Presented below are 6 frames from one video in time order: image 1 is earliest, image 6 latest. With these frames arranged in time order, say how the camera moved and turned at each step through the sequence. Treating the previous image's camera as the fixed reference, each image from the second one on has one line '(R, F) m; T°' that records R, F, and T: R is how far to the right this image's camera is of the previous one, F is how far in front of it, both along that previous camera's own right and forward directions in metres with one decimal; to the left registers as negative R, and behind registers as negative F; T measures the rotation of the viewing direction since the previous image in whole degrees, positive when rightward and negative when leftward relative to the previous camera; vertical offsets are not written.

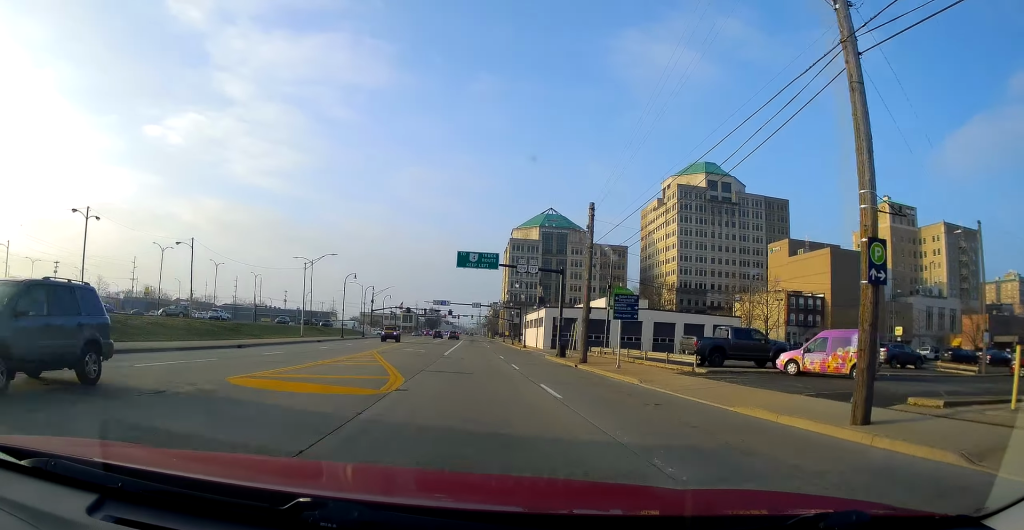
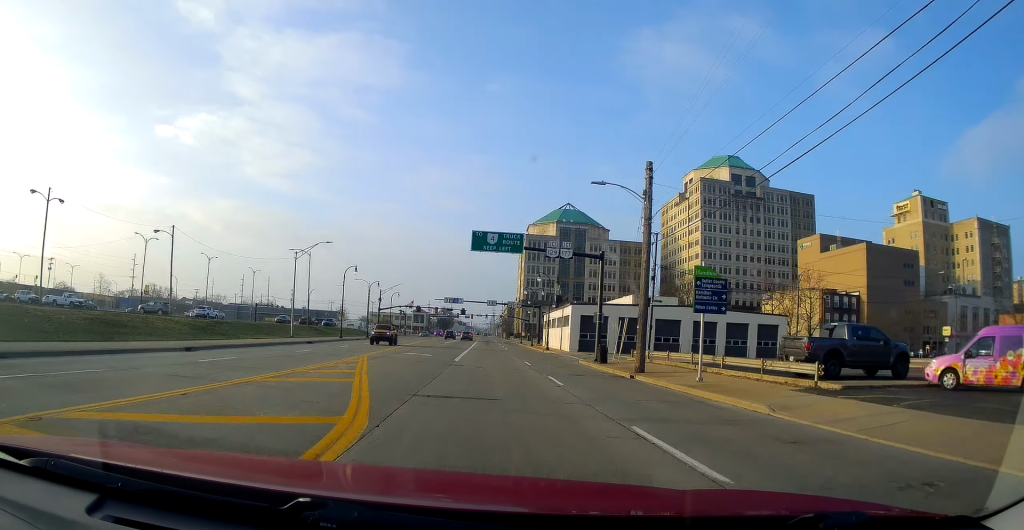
(0.0, +8.4) m; 0°
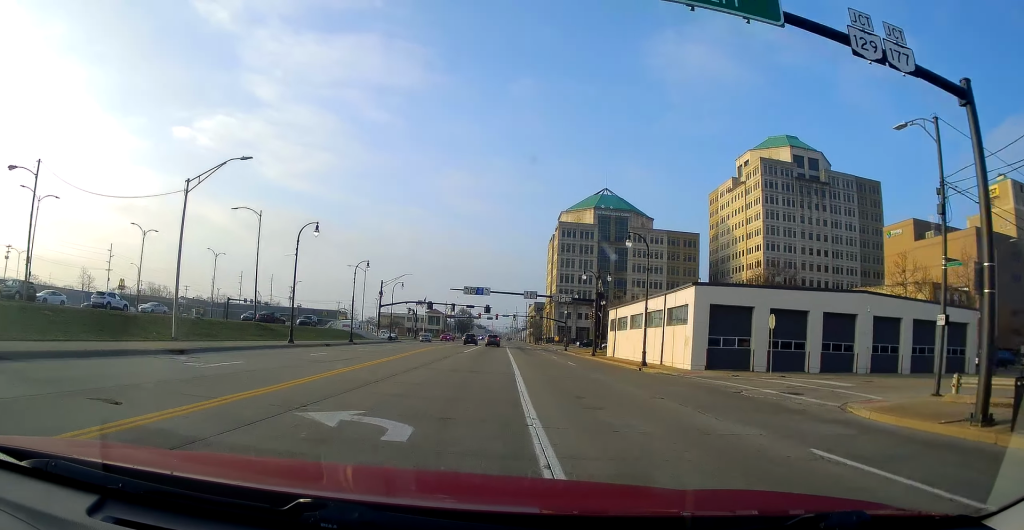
(-0.1, +26.8) m; -1°
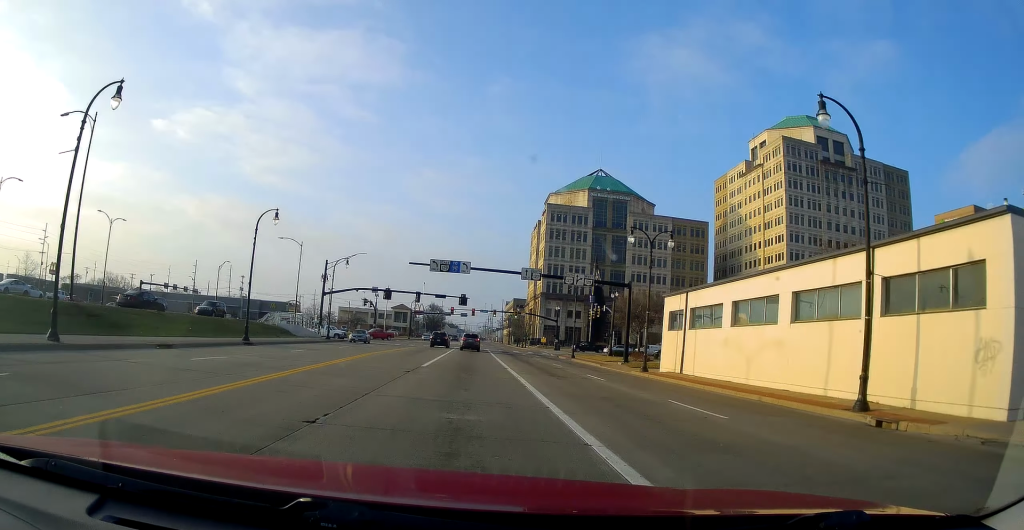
(+0.3, +23.4) m; -1°
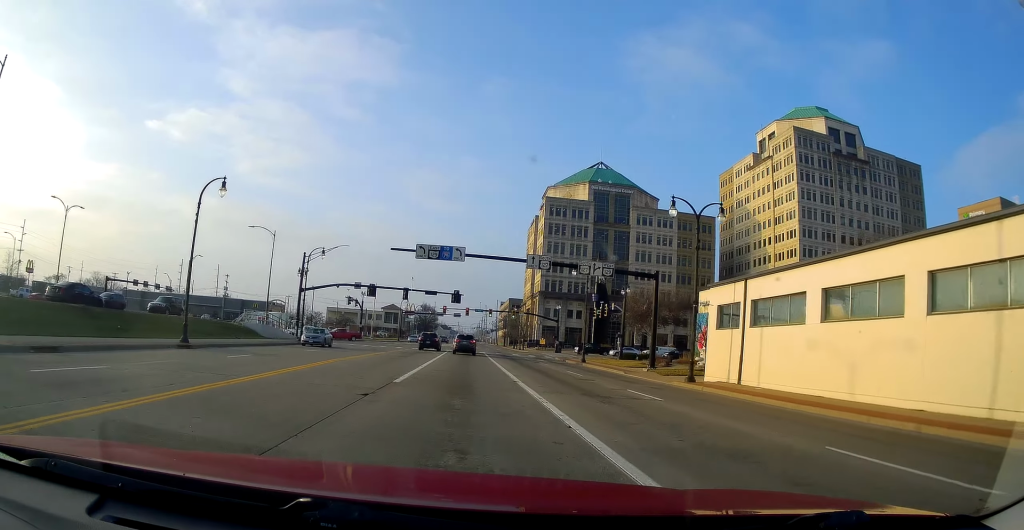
(-0.4, +7.9) m; +1°
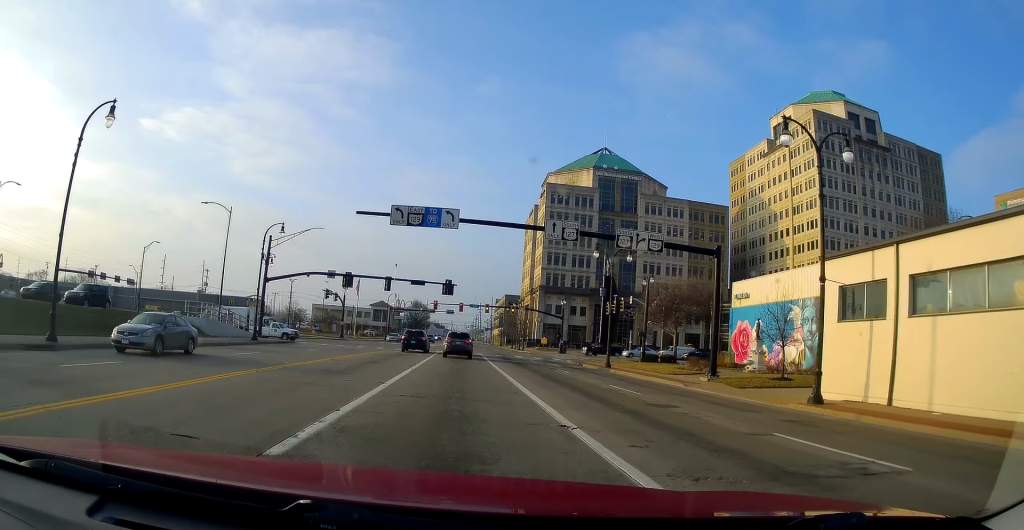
(+0.3, +10.6) m; +2°
